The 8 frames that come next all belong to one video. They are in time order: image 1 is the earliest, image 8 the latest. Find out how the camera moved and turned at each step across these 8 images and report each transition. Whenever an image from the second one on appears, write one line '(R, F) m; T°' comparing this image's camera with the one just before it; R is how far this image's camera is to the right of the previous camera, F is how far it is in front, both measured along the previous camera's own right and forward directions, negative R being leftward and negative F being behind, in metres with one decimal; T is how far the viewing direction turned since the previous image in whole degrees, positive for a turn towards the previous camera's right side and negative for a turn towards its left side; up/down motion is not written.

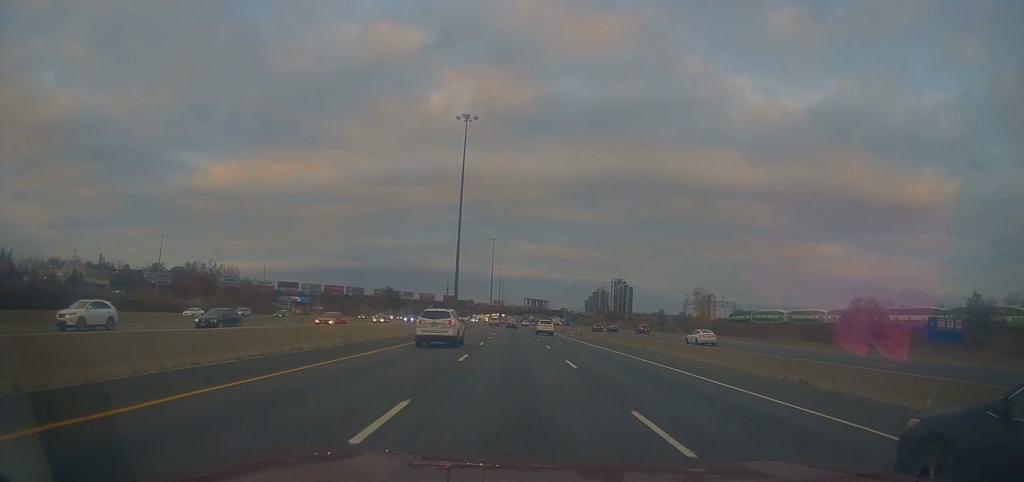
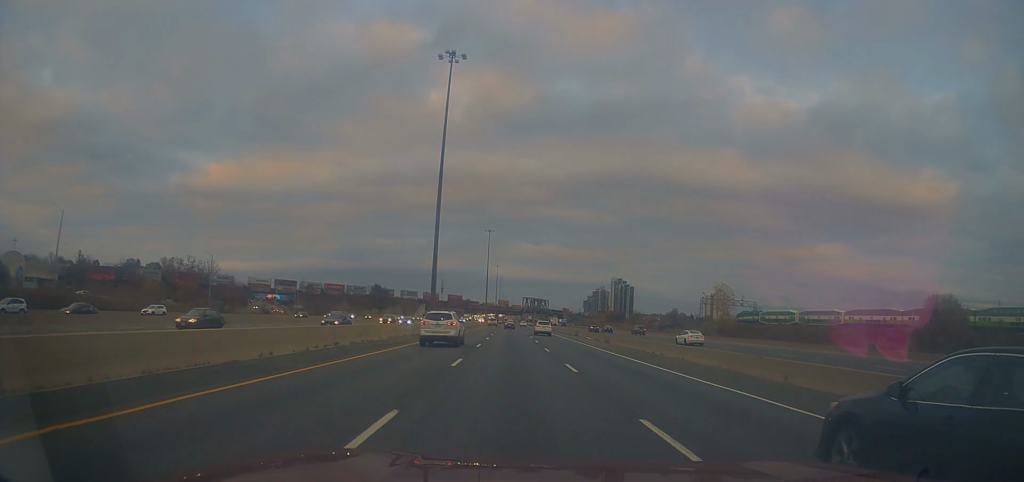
(0.0, +24.7) m; 0°
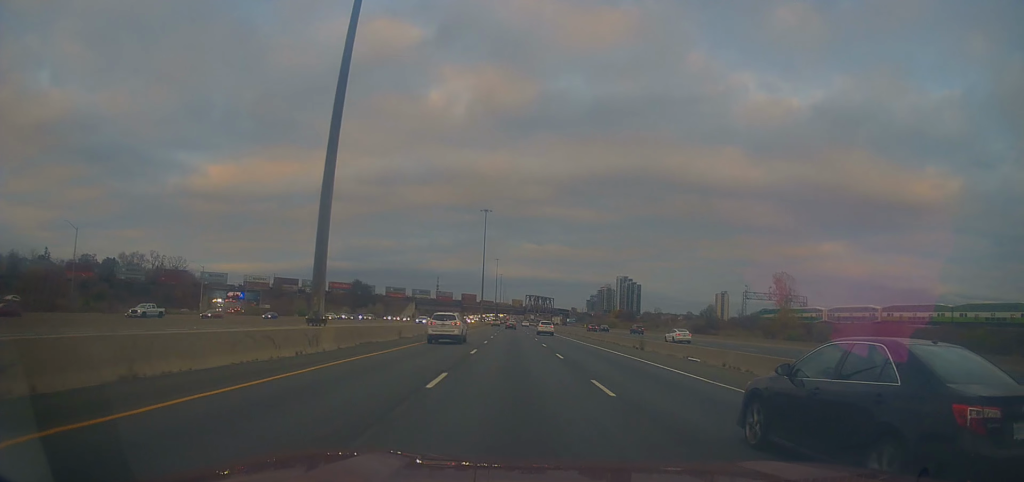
(+0.1, +41.6) m; -1°
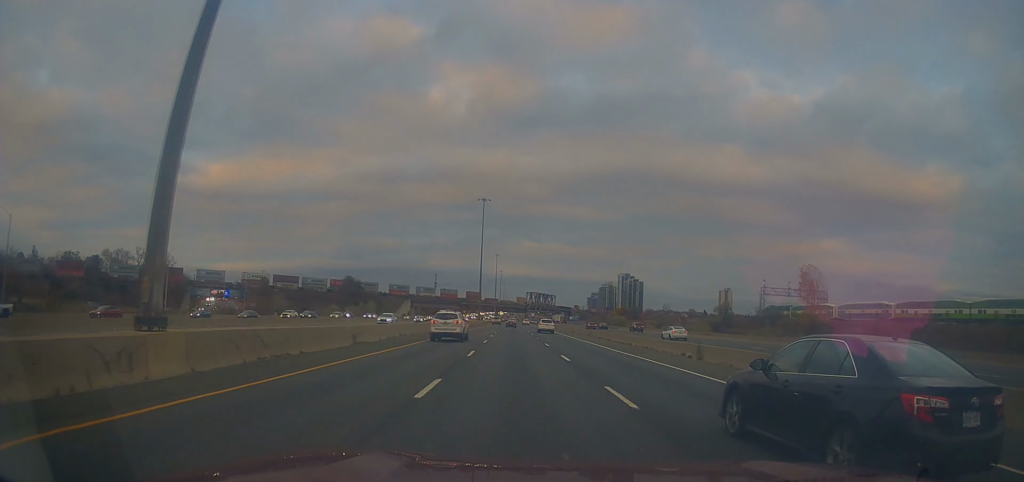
(-0.2, +13.9) m; 0°
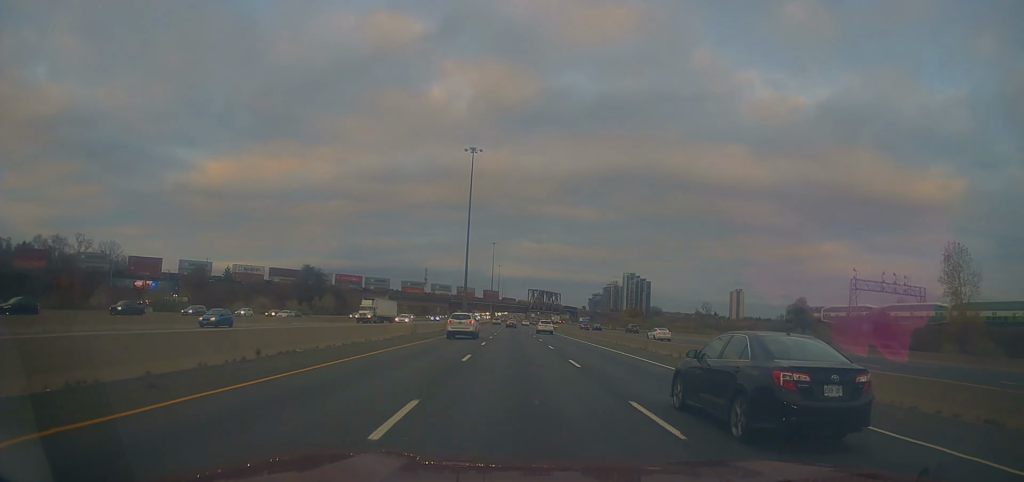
(+0.6, +50.5) m; +1°
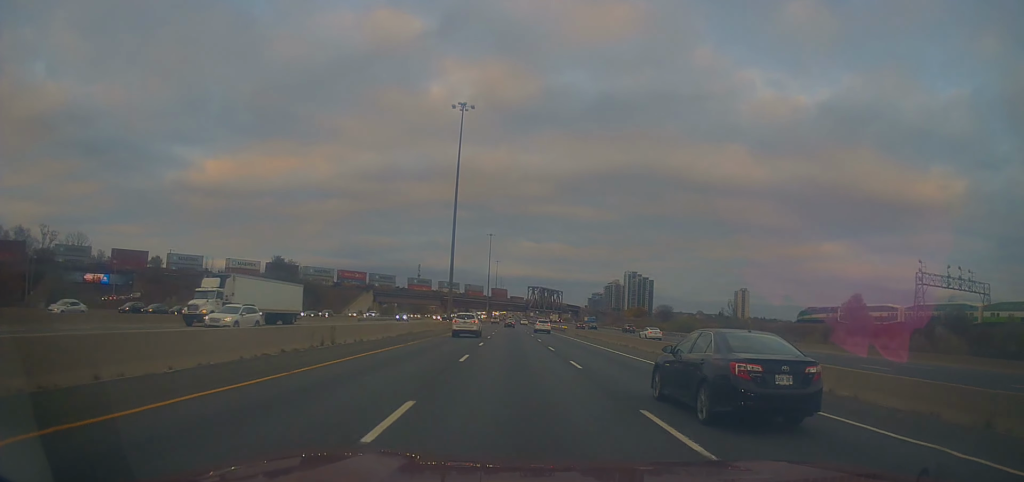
(-0.4, +24.6) m; 0°
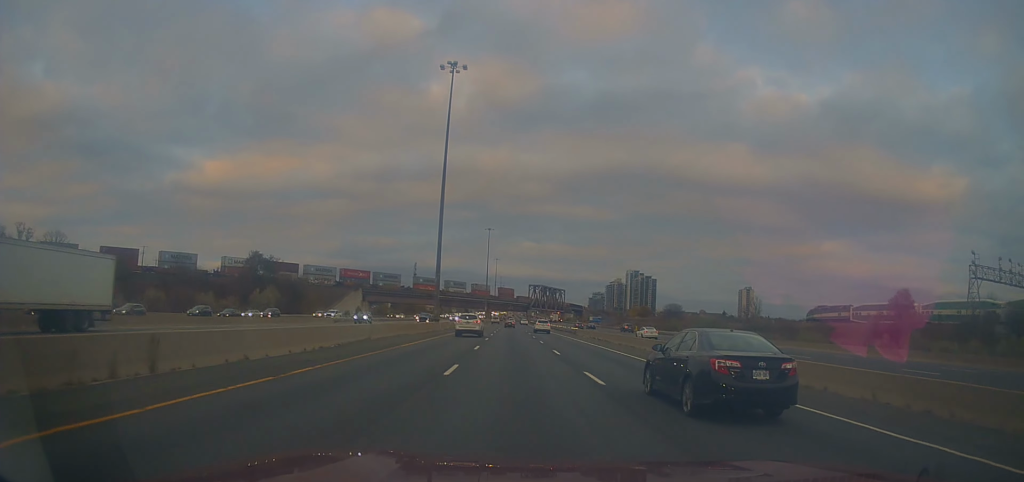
(+0.1, +15.8) m; 0°
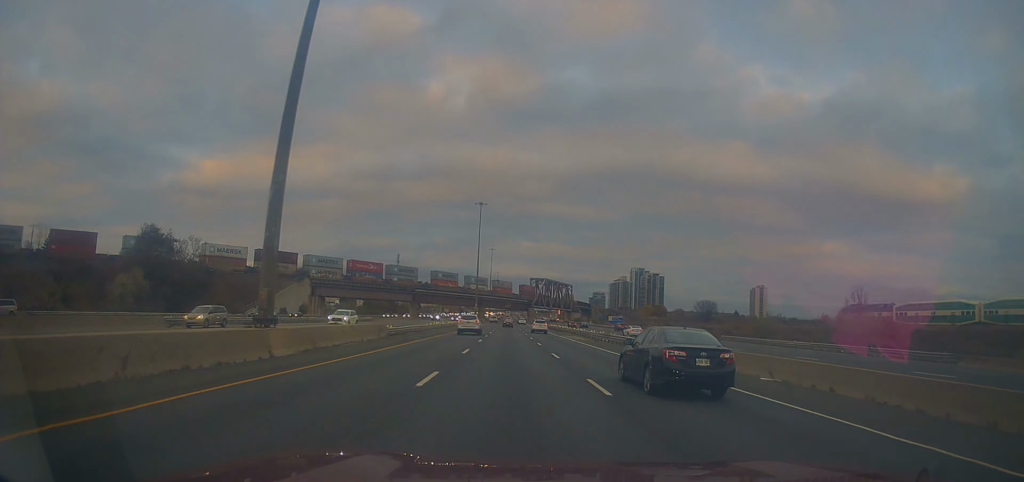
(-0.3, +50.5) m; 0°
